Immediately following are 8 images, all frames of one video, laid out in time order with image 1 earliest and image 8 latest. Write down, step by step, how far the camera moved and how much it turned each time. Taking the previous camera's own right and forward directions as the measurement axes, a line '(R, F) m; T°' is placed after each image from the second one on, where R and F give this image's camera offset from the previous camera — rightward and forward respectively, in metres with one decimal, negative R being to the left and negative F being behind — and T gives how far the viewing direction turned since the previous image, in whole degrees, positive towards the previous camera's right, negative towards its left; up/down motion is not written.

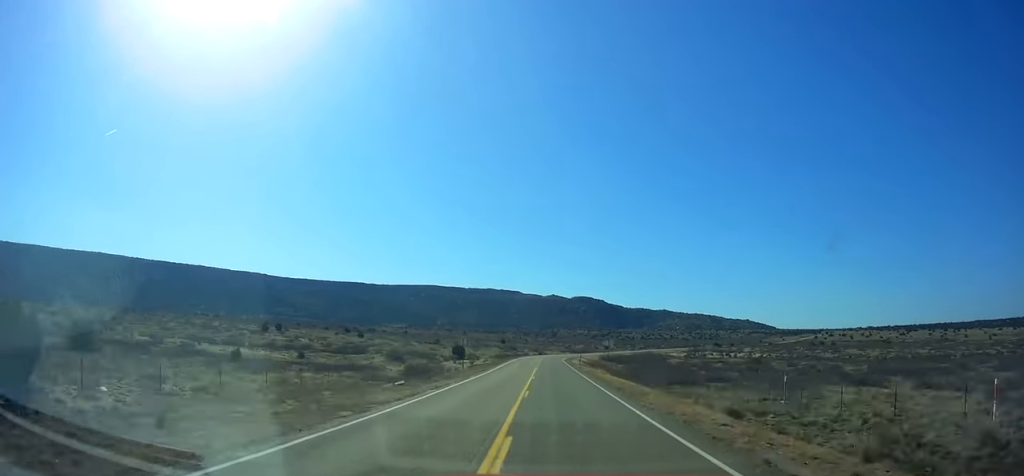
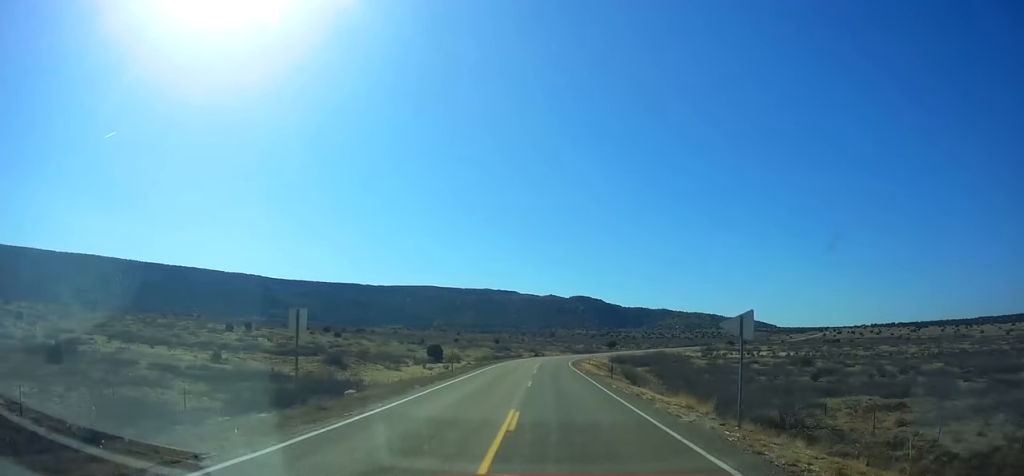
(-0.5, +32.7) m; +1°
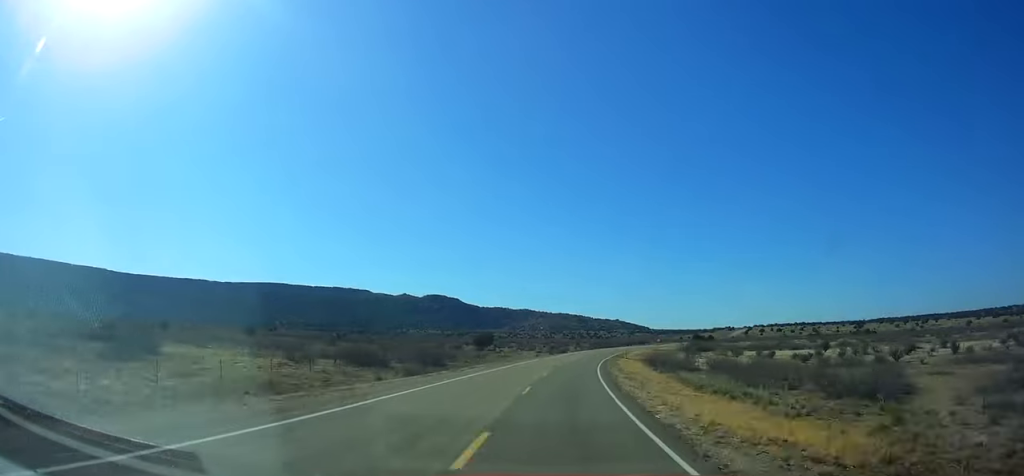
(+14.5, +172.8) m; +14°
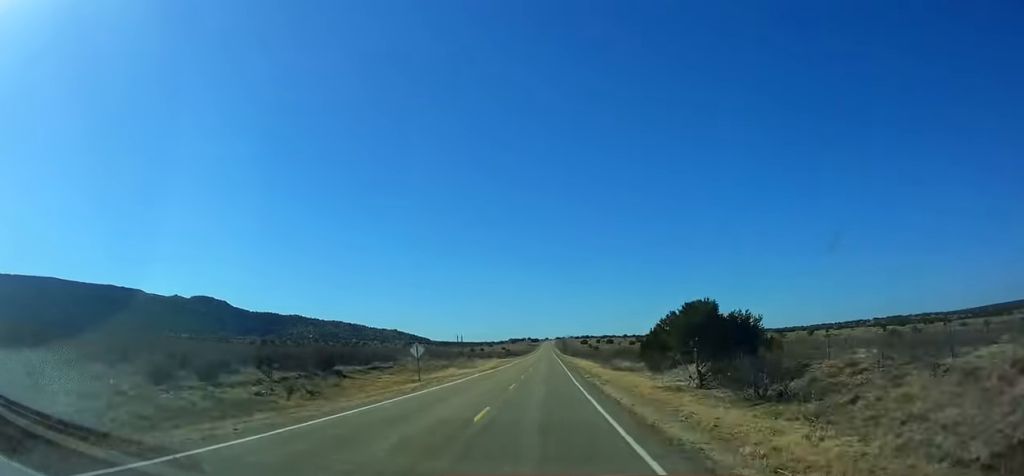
(+36.8, +186.0) m; +19°
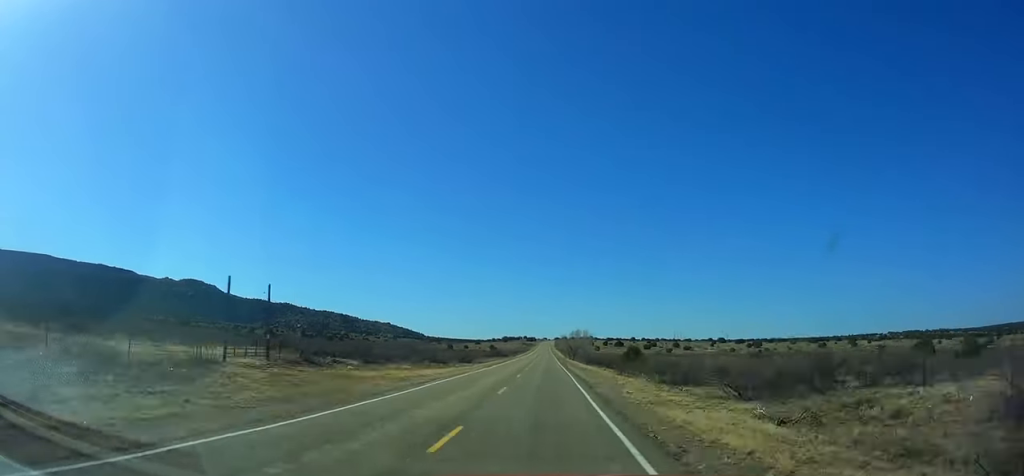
(+2.8, +78.1) m; +3°
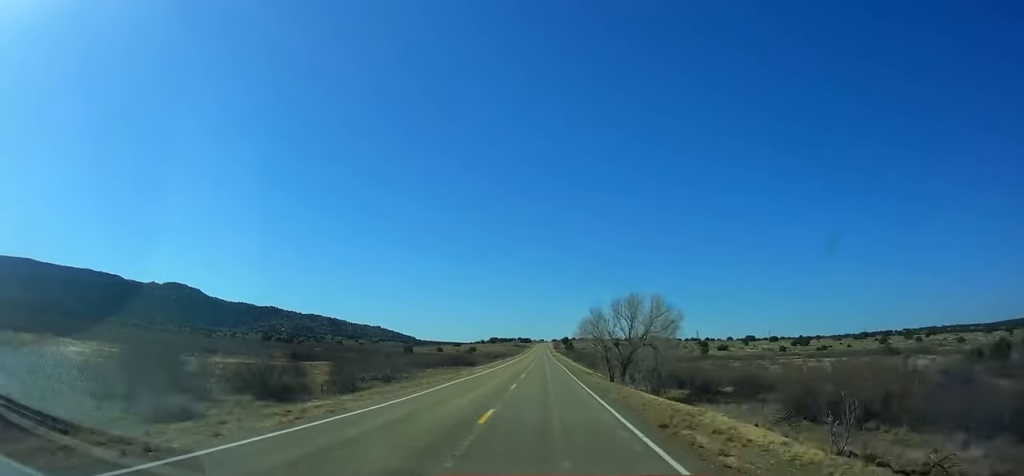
(+1.0, +82.0) m; +1°
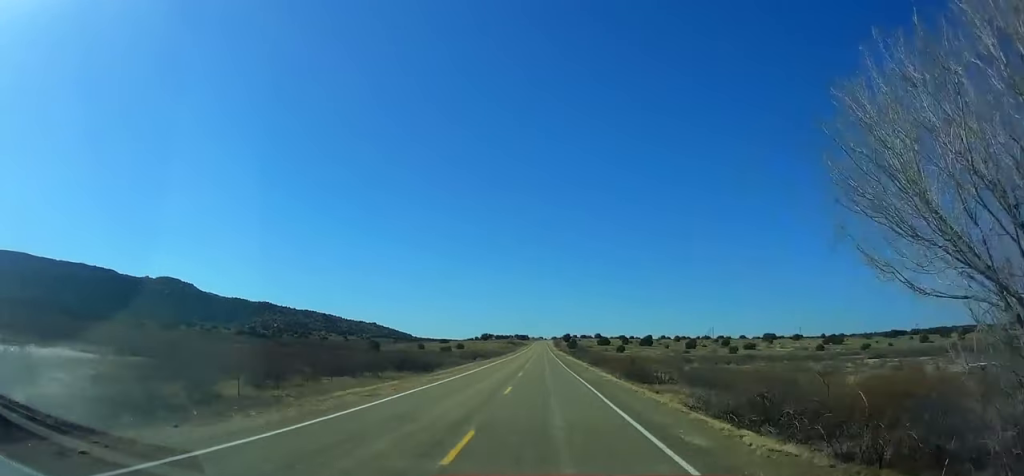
(+0.3, +41.3) m; 0°
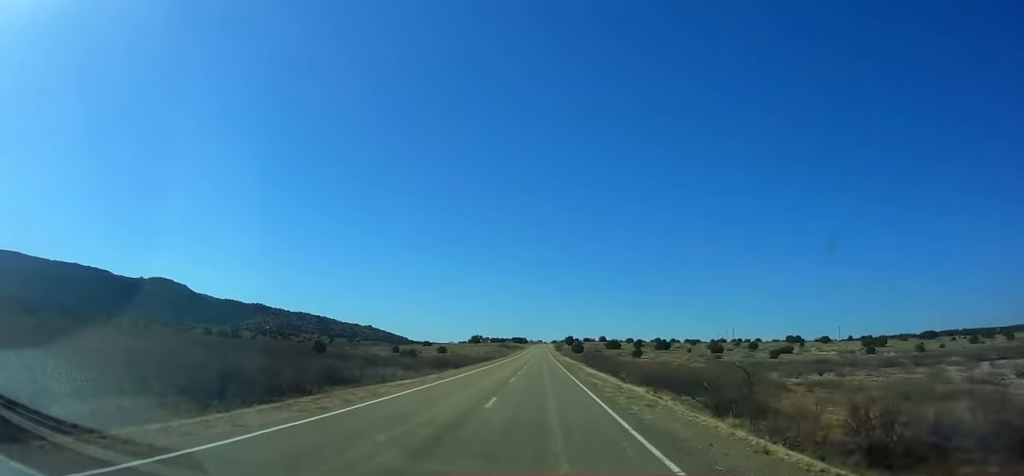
(0.0, +41.3) m; 0°
